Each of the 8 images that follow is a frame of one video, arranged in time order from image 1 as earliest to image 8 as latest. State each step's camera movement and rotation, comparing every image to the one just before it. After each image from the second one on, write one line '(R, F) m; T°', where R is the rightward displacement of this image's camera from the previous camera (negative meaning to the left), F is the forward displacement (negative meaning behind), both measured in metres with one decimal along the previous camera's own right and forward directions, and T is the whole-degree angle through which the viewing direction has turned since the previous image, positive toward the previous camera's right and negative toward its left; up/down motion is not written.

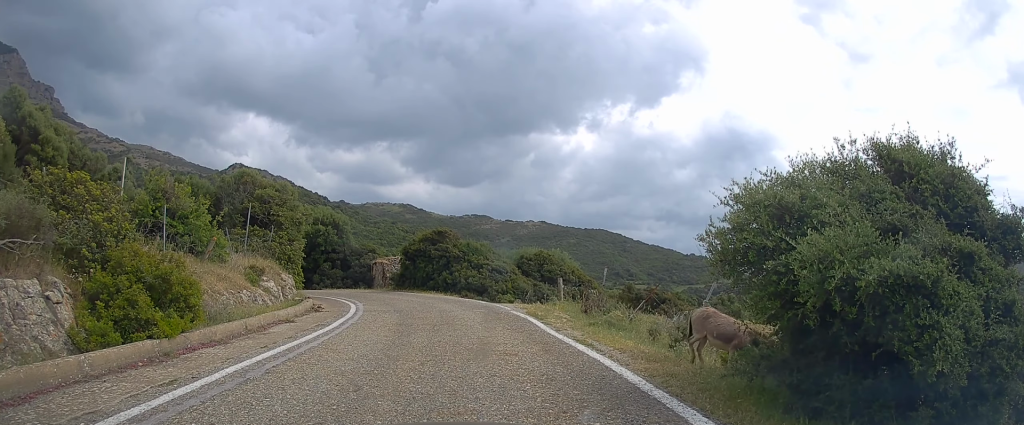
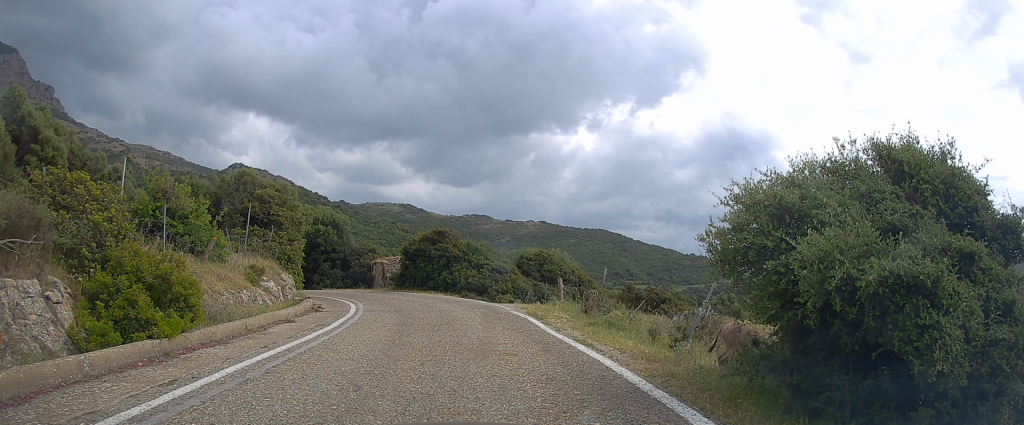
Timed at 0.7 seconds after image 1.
(0.0, 0.0) m; 0°
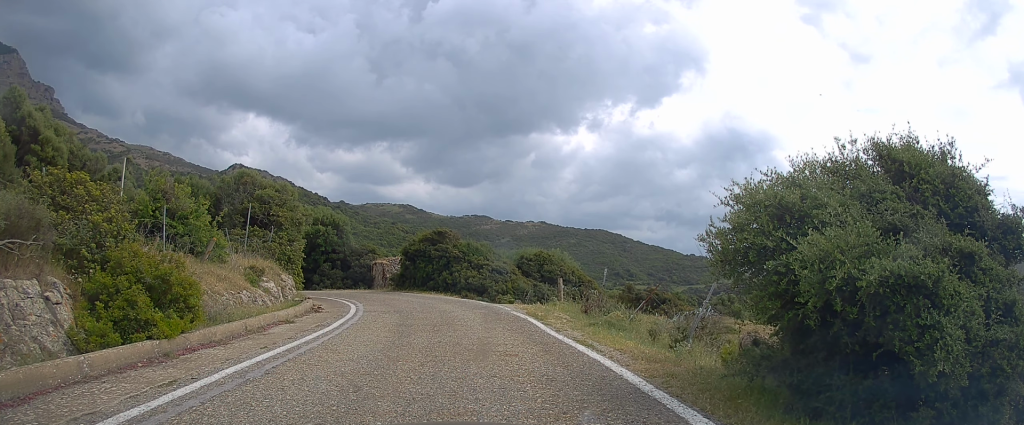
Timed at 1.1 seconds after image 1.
(0.0, 0.0) m; 0°
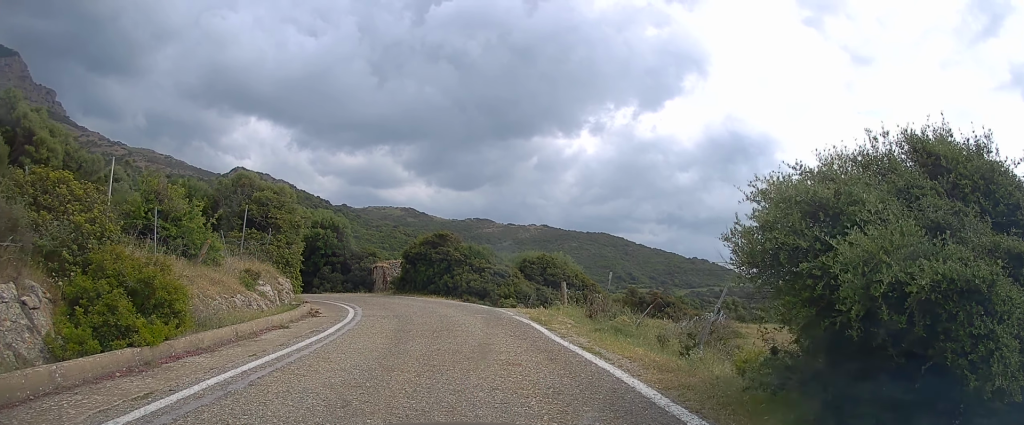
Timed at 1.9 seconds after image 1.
(0.0, +0.4) m; 0°
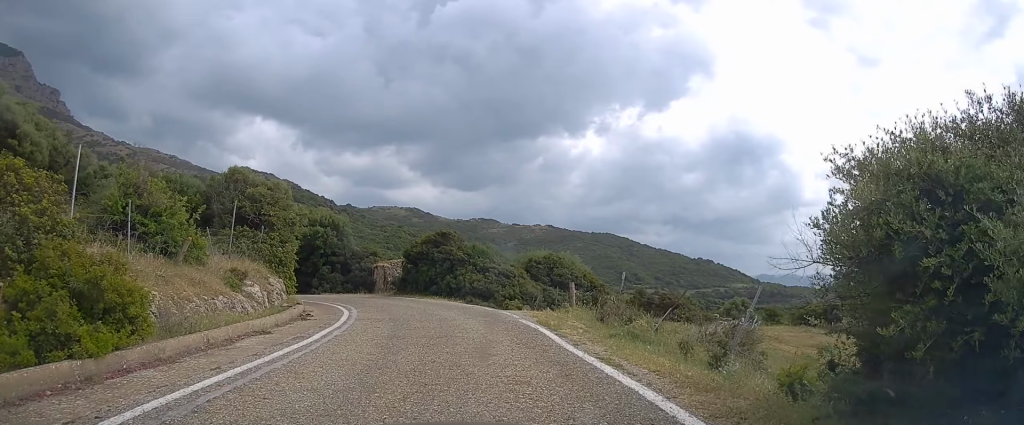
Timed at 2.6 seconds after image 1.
(+0.1, +1.2) m; 0°
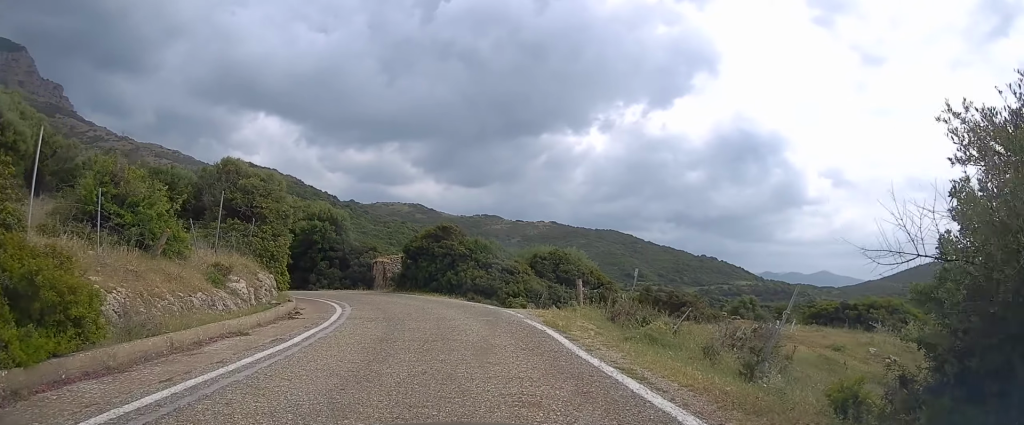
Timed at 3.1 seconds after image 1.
(0.0, +1.3) m; 0°
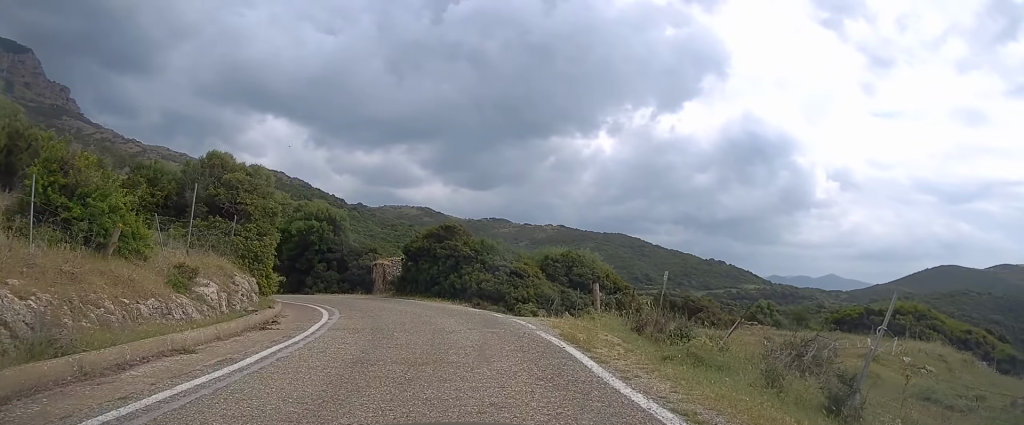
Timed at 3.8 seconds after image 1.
(0.0, +2.4) m; -1°
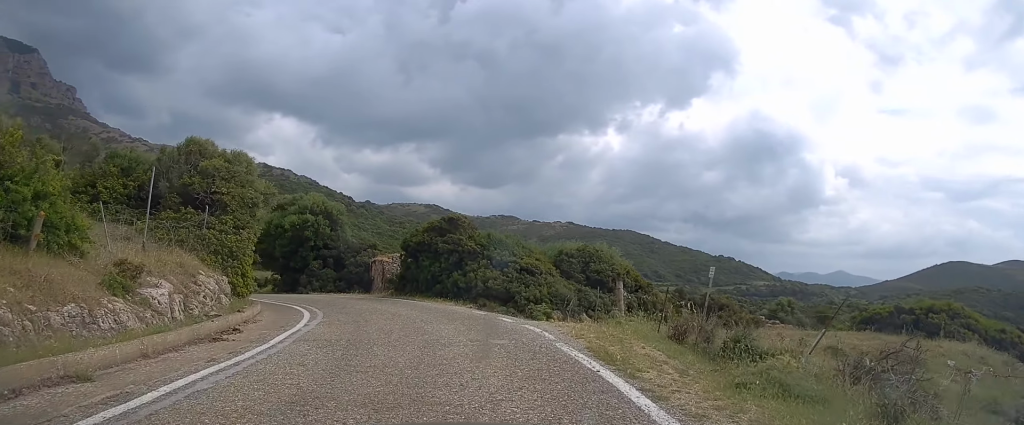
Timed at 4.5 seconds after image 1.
(0.0, +2.8) m; +1°
